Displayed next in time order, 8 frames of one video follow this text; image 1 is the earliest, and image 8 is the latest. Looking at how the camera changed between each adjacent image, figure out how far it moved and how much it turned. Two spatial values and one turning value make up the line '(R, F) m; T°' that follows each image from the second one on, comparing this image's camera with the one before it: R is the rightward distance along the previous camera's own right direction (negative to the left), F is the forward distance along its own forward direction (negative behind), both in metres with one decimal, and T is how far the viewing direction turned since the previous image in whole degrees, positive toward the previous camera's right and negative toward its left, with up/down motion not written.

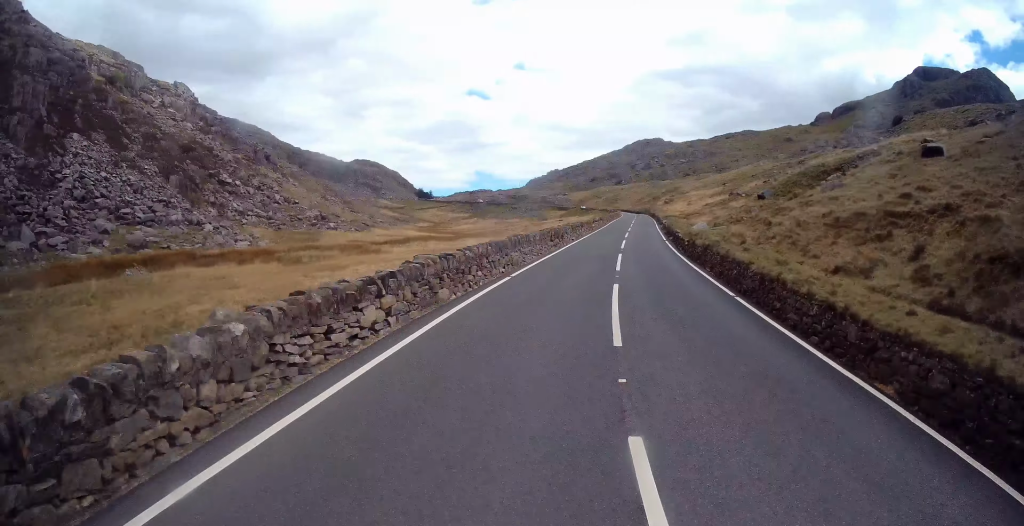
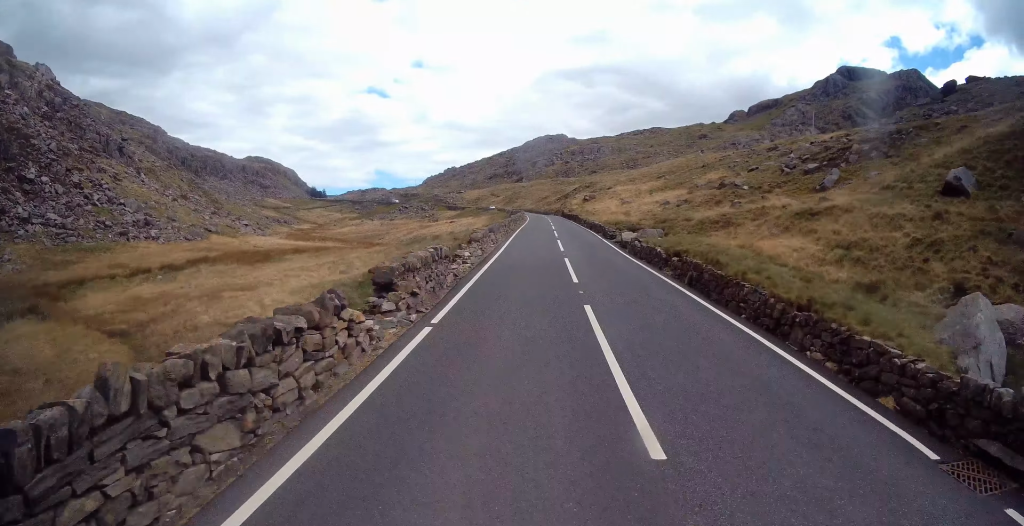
(+3.9, +30.1) m; +10°
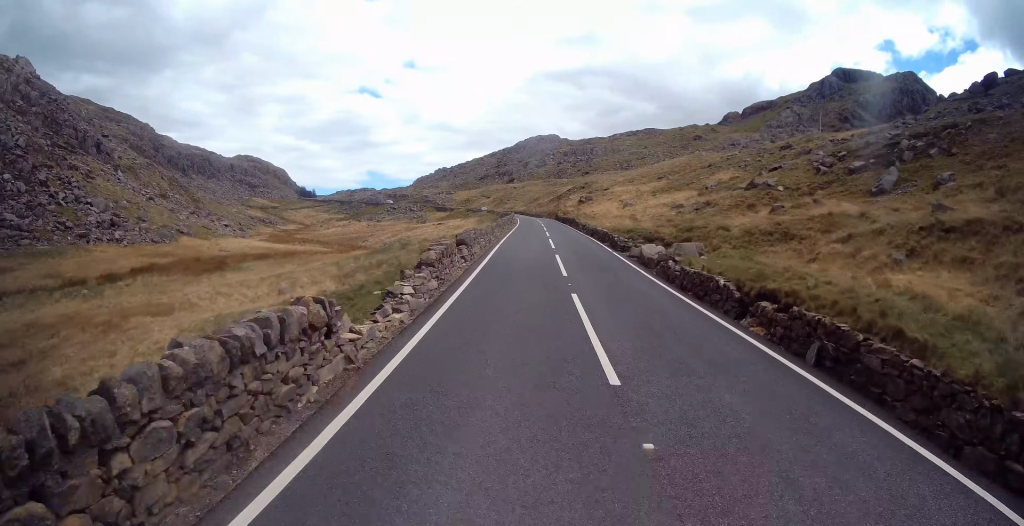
(0.0, +7.2) m; +1°
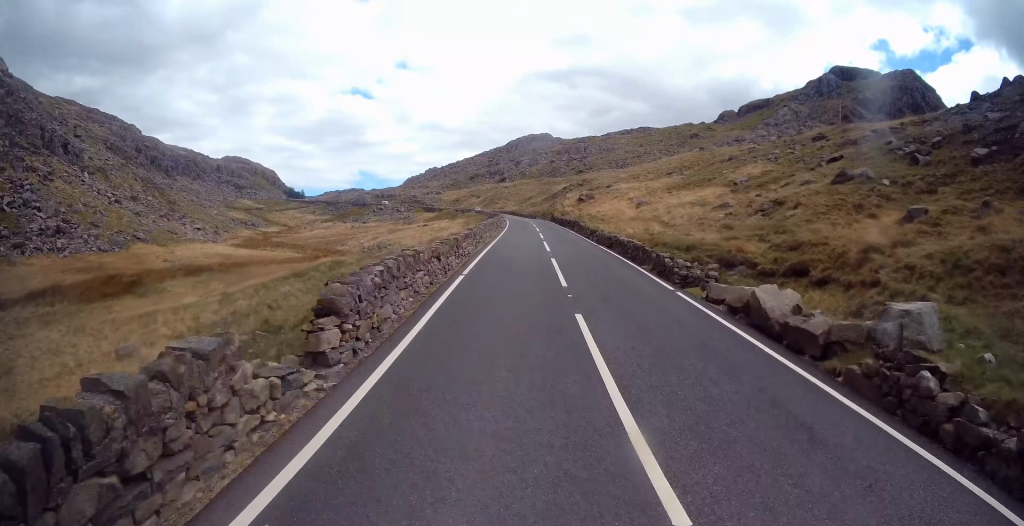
(+0.1, +11.4) m; +1°
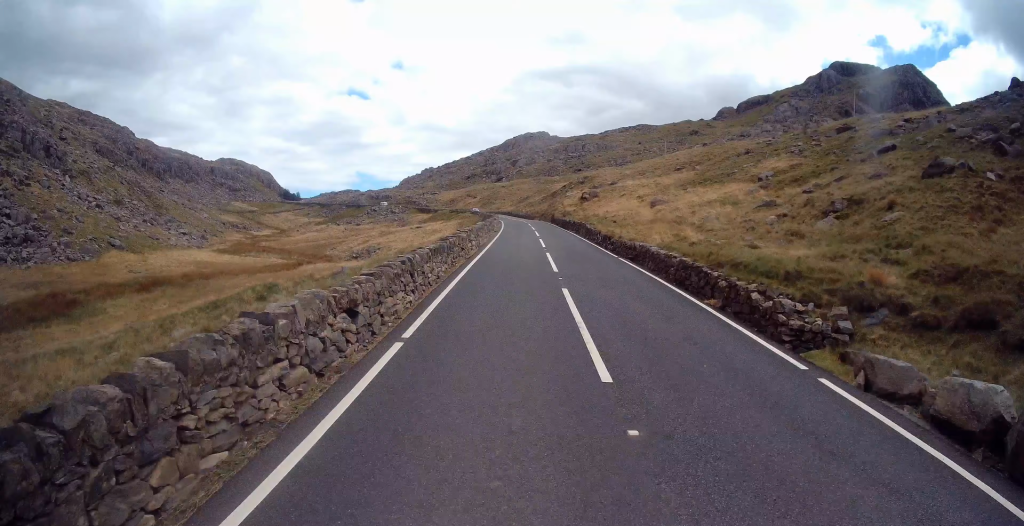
(+0.2, +6.5) m; 0°
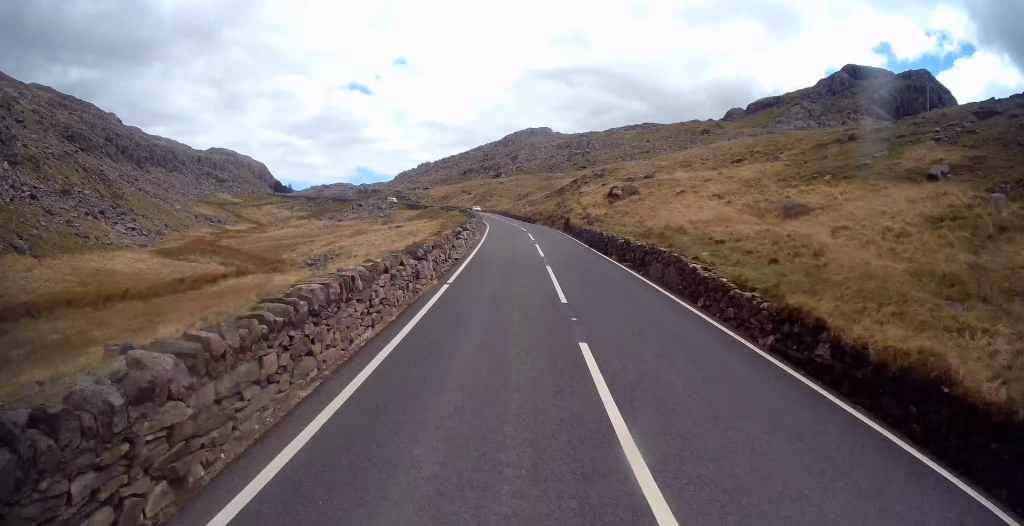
(0.0, +22.2) m; 0°
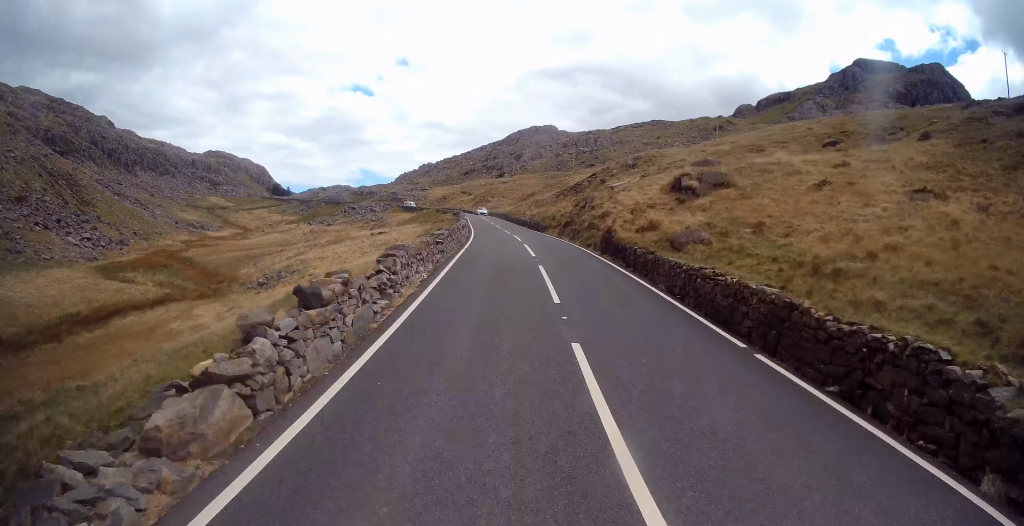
(0.0, +18.3) m; -1°
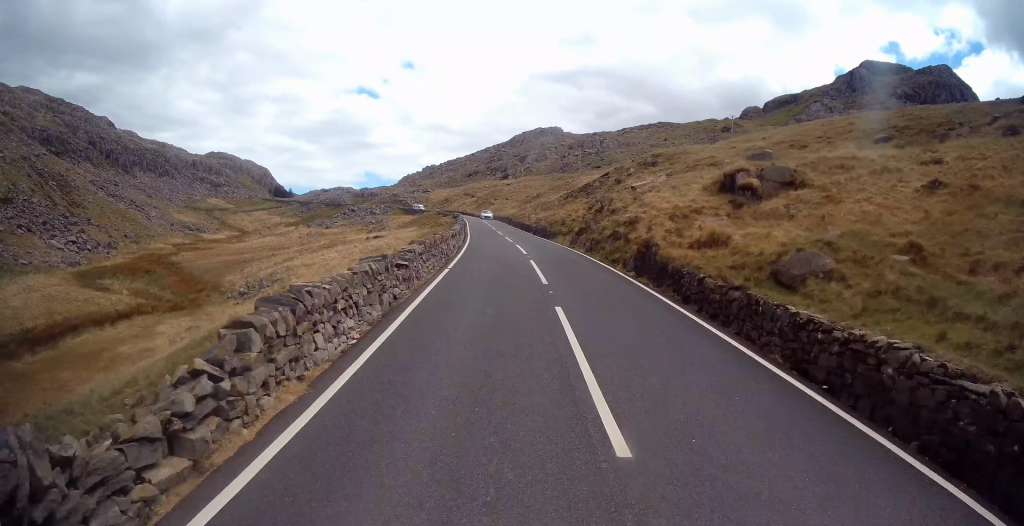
(0.0, +6.3) m; -1°
